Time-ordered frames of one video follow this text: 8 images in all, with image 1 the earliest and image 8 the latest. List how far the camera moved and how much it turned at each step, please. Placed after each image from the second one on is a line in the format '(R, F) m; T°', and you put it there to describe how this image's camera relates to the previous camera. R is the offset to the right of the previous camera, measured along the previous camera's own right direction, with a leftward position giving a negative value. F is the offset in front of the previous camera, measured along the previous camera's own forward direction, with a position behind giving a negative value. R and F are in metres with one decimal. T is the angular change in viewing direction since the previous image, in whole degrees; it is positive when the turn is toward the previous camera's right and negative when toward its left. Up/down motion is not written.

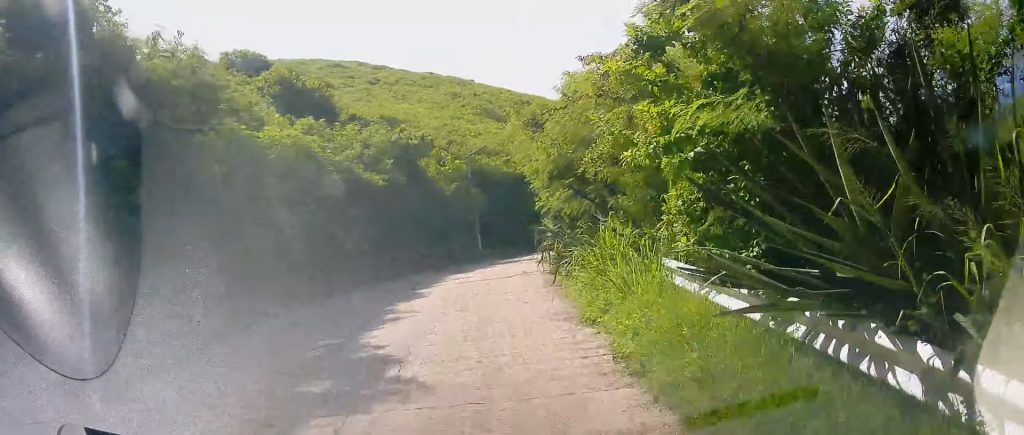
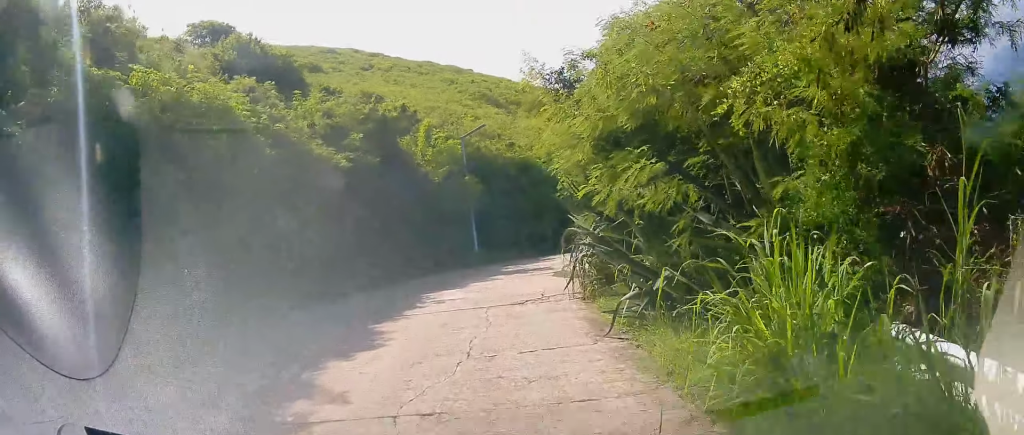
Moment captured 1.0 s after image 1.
(-0.1, +5.1) m; -2°
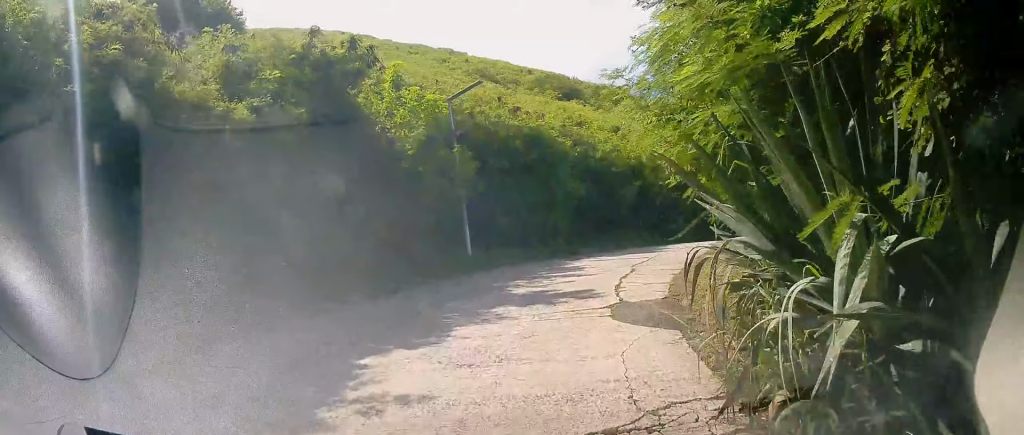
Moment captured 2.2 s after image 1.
(-0.1, +6.4) m; -1°
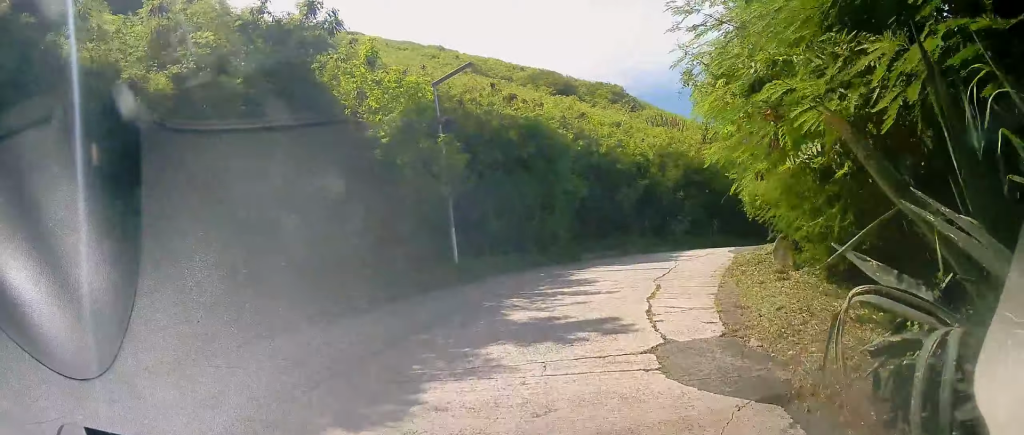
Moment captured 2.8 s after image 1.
(0.0, +2.5) m; +5°
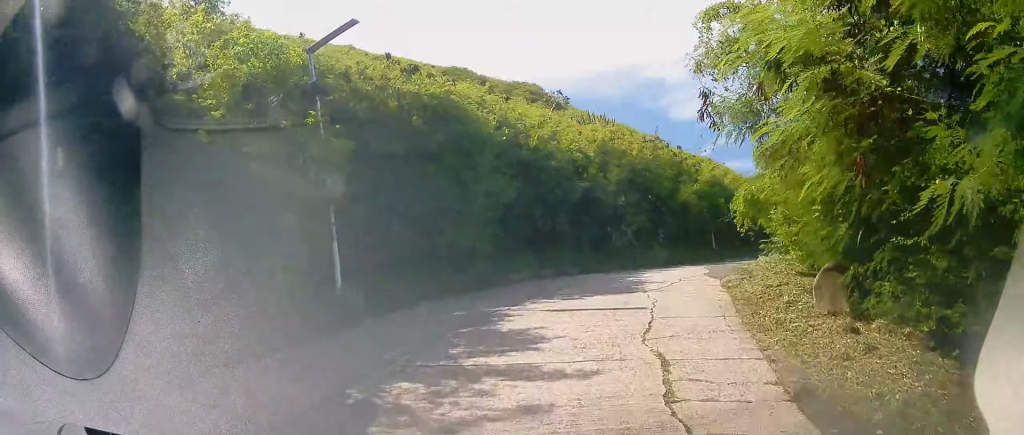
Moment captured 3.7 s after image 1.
(+0.3, +4.3) m; +9°
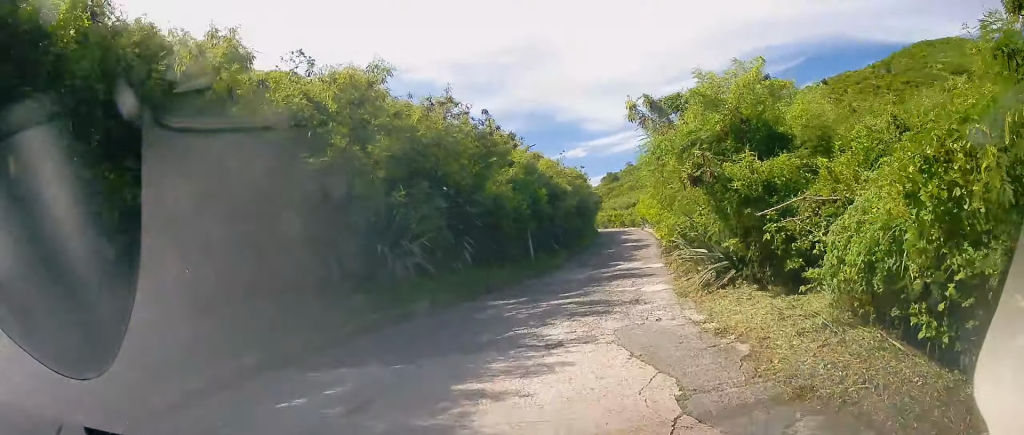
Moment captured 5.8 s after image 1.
(+1.2, +9.1) m; +15°
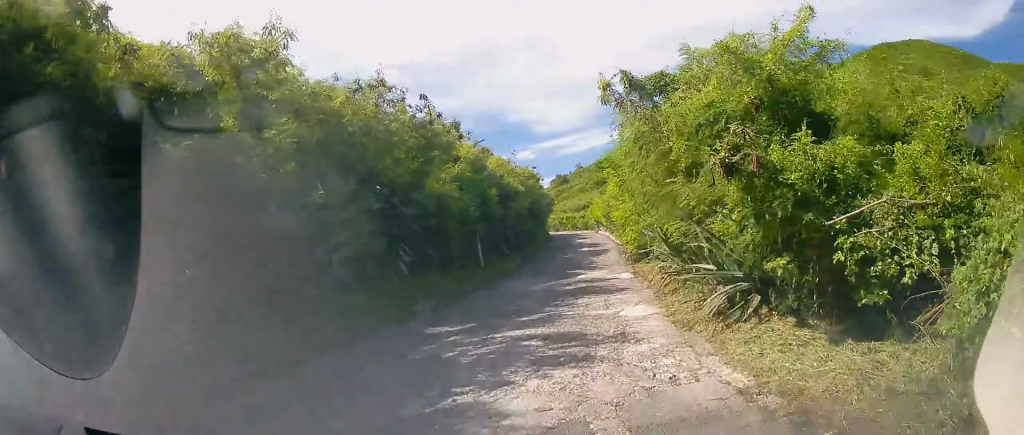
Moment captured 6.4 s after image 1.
(+0.1, +2.5) m; +5°
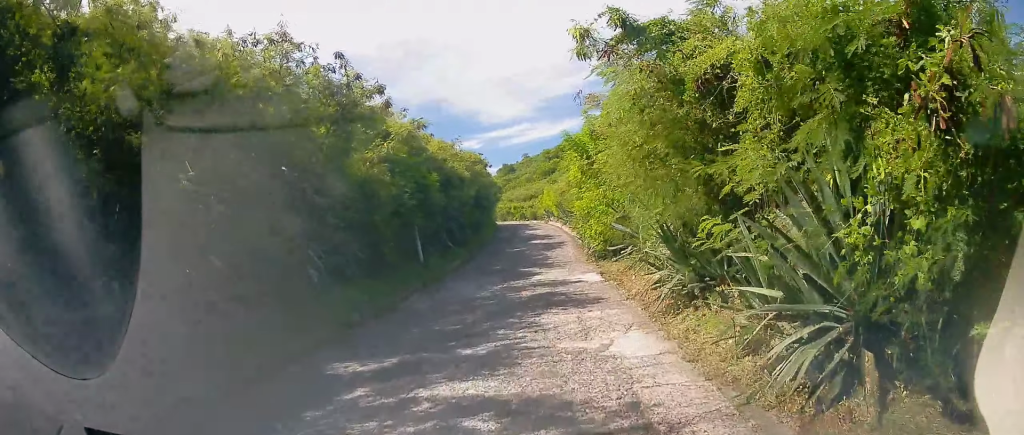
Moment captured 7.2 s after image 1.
(+0.1, +3.7) m; +8°
